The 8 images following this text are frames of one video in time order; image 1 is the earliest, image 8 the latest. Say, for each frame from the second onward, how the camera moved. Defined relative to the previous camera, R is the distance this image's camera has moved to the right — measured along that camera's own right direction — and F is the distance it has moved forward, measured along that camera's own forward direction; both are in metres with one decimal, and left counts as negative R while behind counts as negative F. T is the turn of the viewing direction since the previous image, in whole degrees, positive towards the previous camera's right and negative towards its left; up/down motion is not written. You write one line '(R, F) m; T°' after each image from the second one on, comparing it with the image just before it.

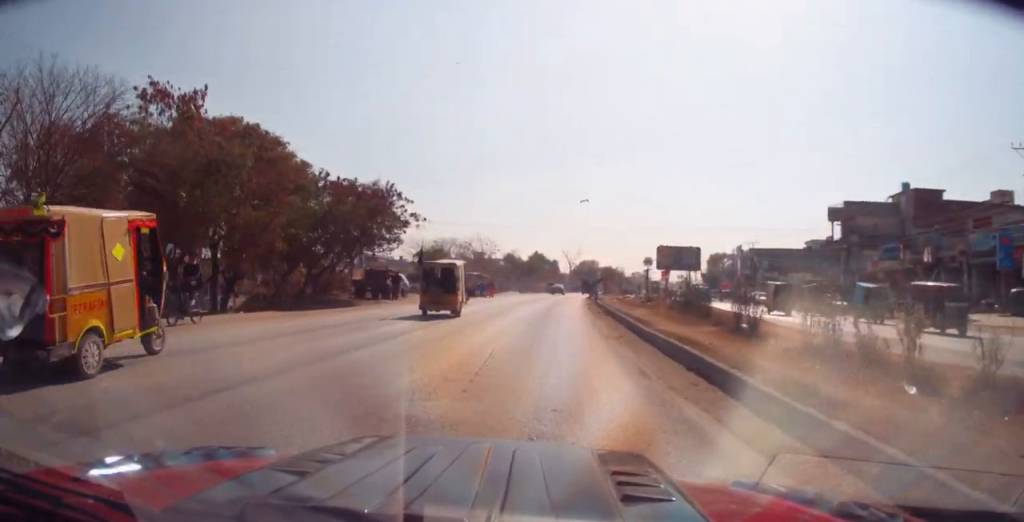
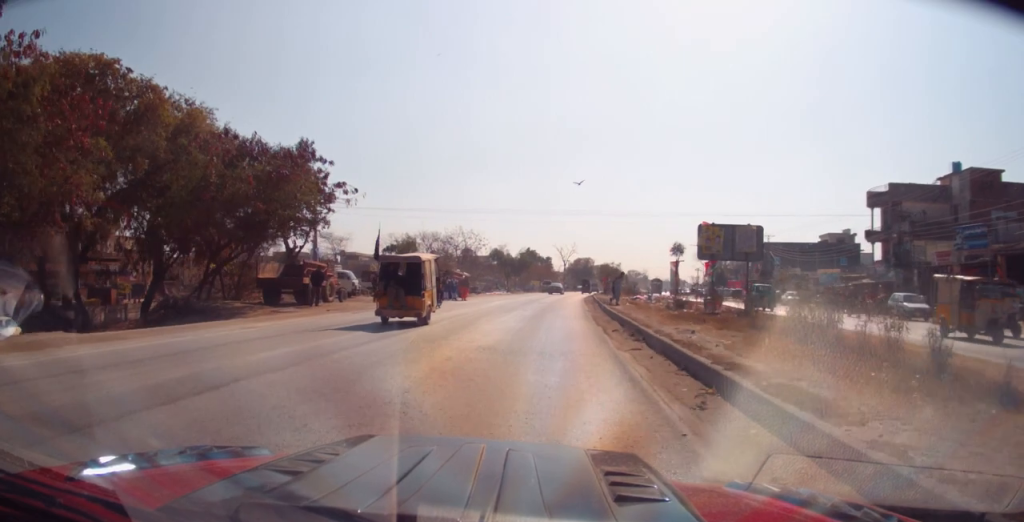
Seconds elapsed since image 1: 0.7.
(0.0, +11.3) m; 0°
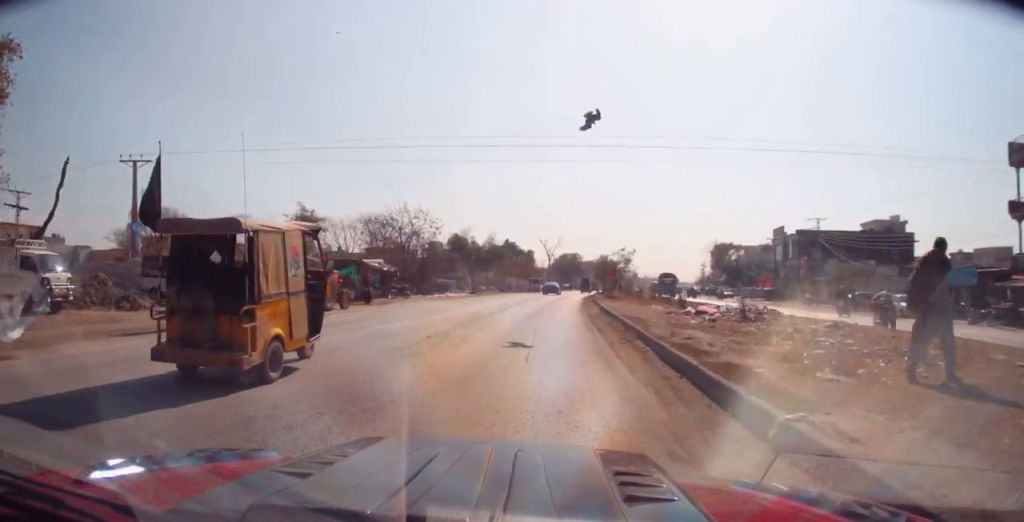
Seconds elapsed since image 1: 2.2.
(+0.1, +24.3) m; +1°
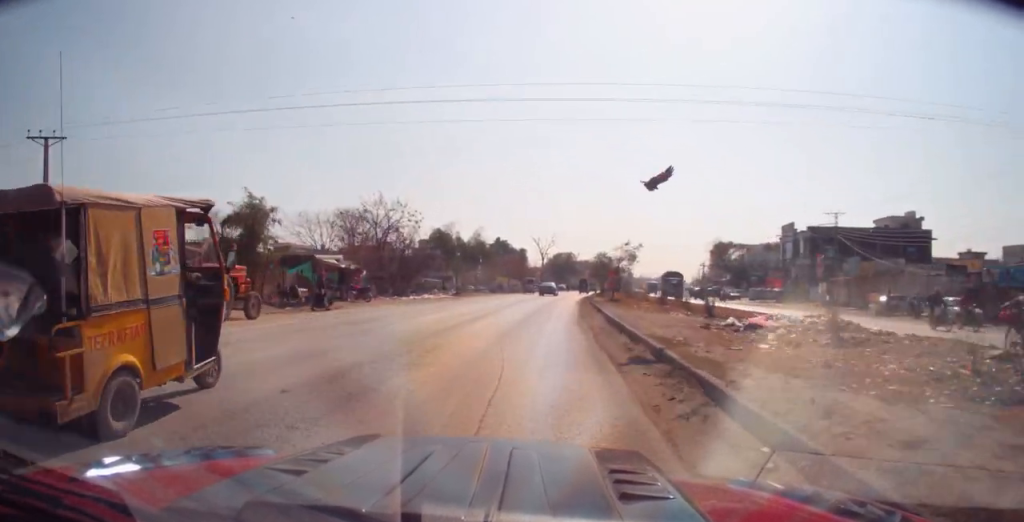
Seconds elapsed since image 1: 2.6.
(0.0, +7.0) m; +1°
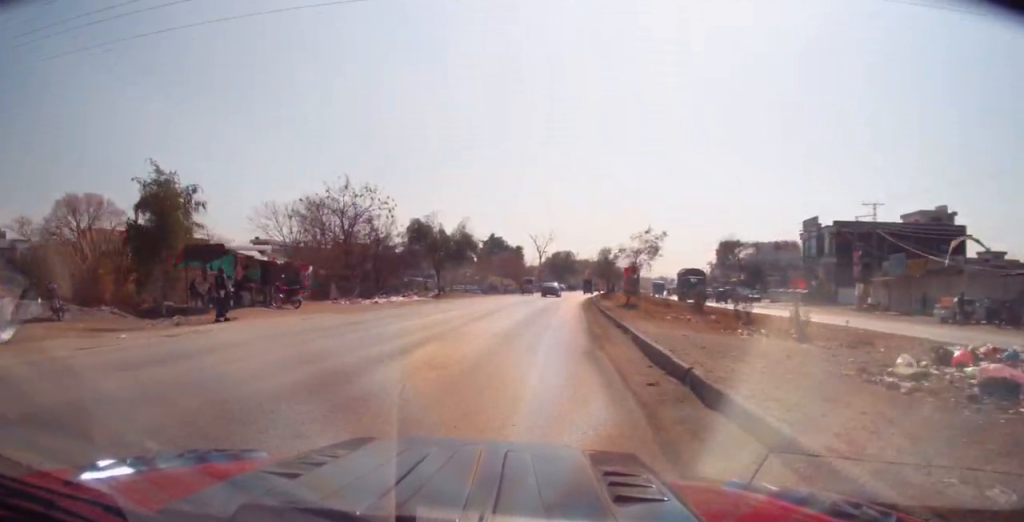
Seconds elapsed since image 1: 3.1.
(0.0, +9.1) m; +1°
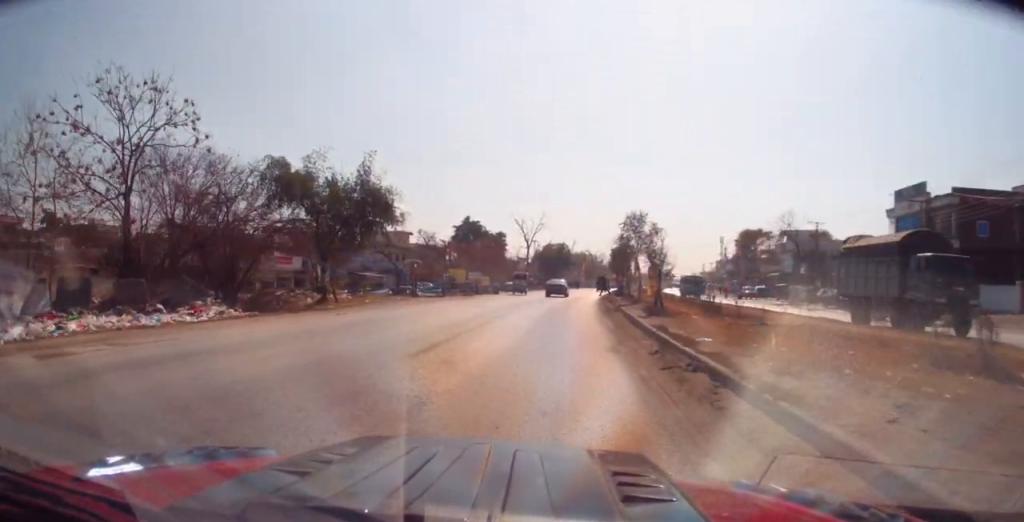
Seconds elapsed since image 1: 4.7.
(+0.5, +27.0) m; +1°
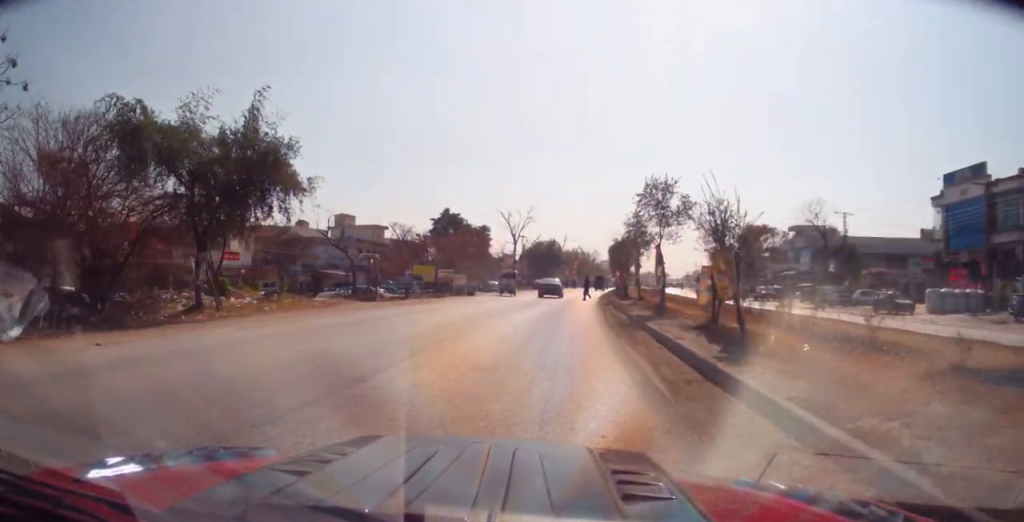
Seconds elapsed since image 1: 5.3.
(-0.1, +10.4) m; 0°
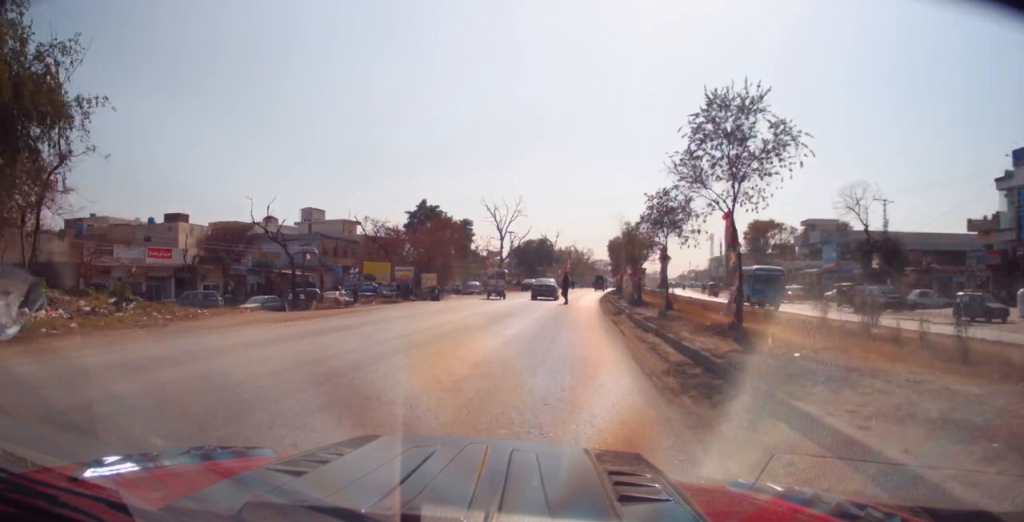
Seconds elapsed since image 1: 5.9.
(0.0, +10.2) m; 0°
